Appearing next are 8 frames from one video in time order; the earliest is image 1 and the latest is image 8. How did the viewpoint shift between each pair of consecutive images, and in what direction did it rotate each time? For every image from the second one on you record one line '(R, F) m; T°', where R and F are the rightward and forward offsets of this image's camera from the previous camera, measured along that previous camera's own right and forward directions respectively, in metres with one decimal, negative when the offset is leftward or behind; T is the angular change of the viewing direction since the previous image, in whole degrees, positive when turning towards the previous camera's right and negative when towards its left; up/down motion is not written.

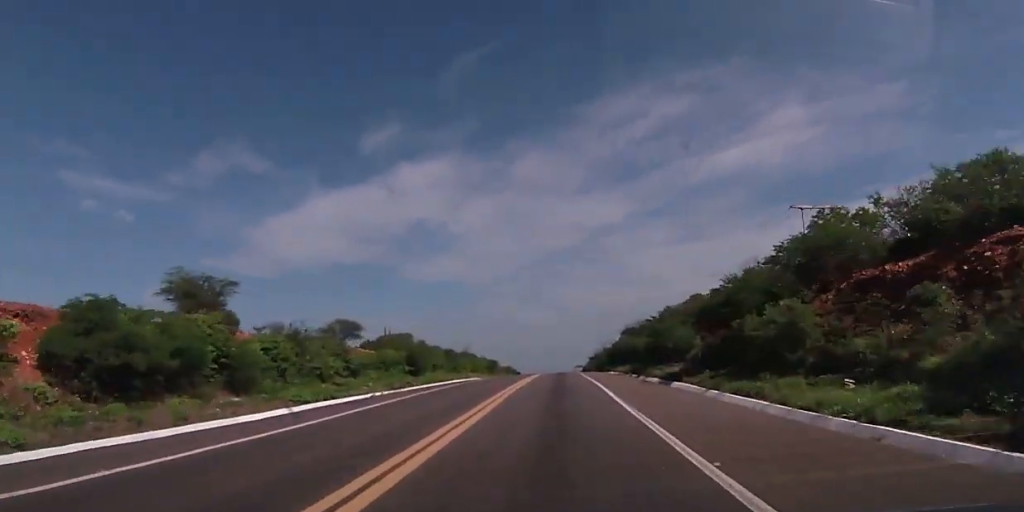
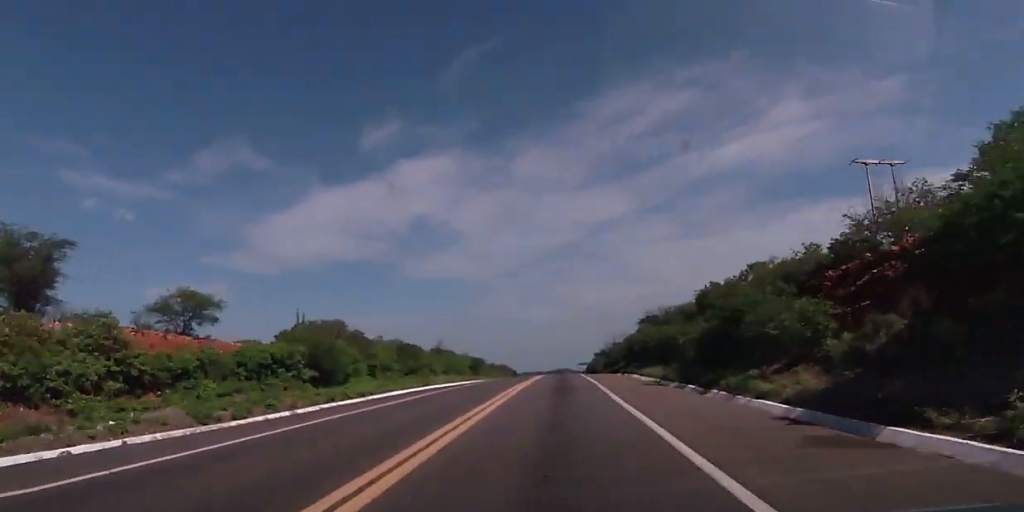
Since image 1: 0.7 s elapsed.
(+0.1, +21.0) m; 0°
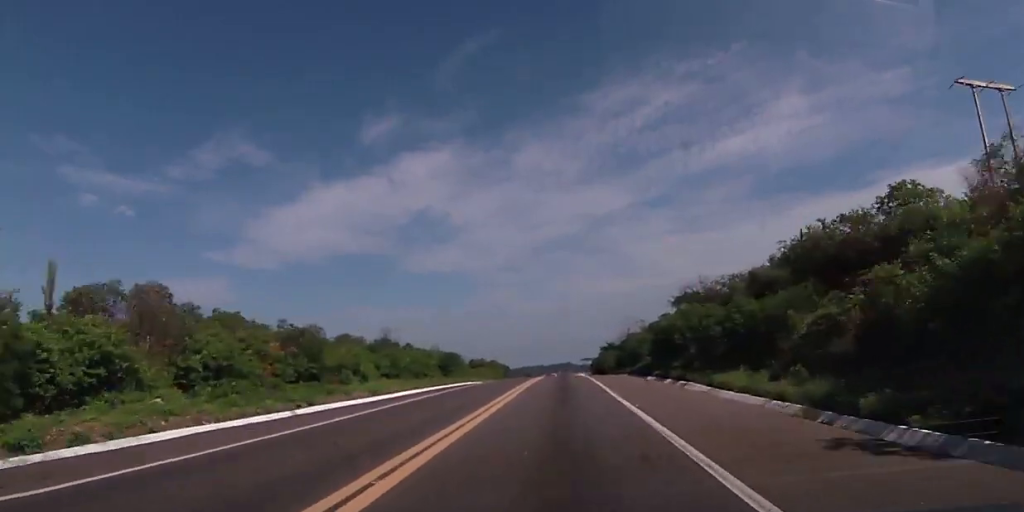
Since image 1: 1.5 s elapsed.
(+0.2, +21.8) m; +1°
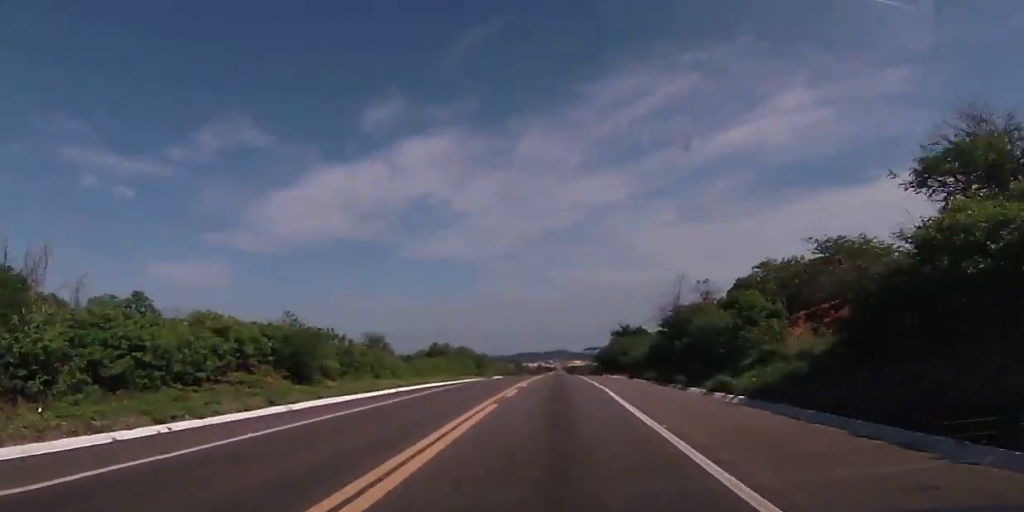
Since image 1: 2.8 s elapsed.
(+0.1, +36.0) m; 0°
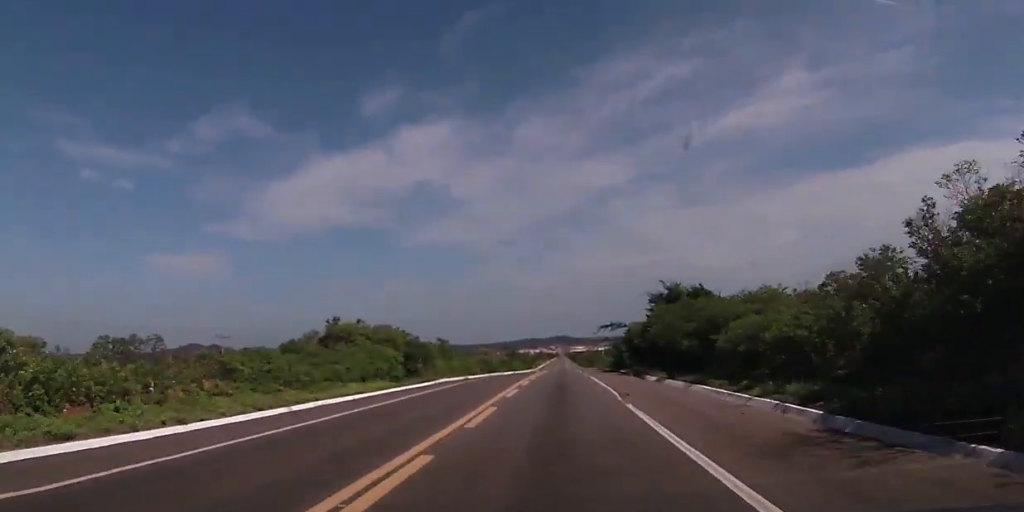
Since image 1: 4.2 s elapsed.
(-0.5, +40.6) m; 0°
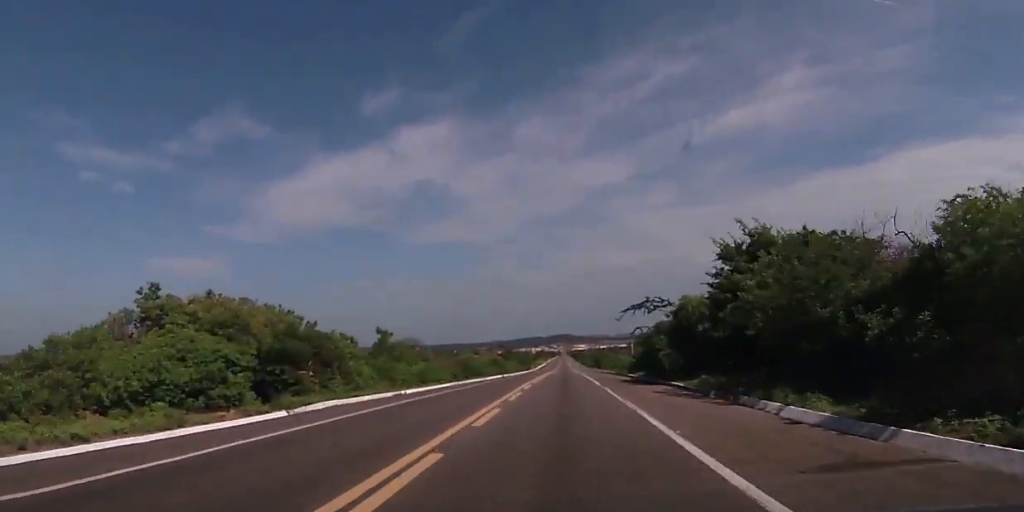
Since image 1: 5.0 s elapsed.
(+0.4, +23.5) m; 0°
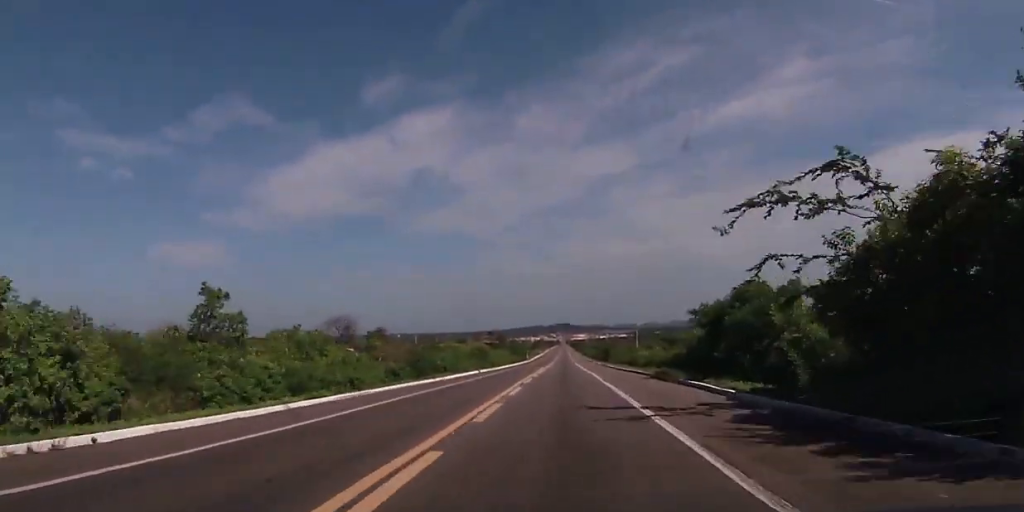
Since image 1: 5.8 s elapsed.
(-0.1, +23.8) m; 0°
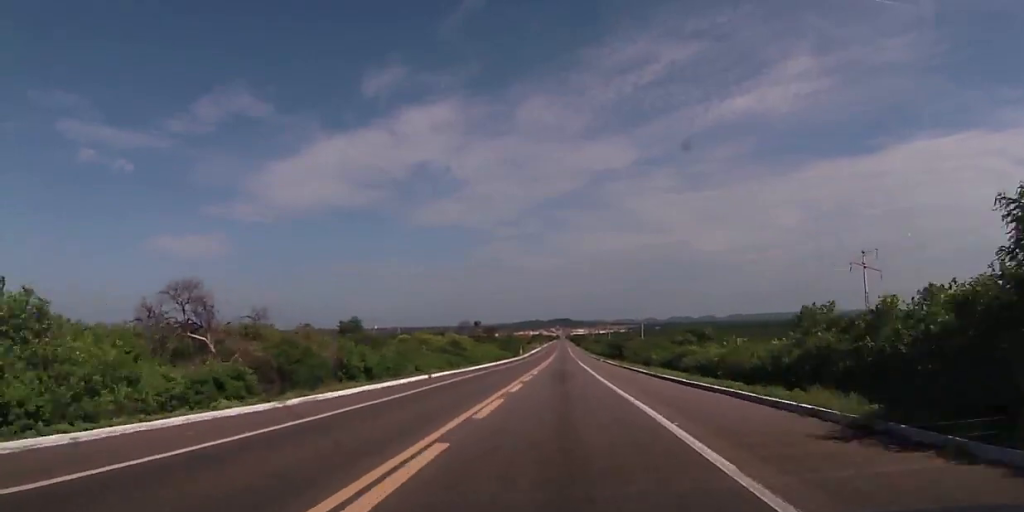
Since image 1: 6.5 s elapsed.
(-0.1, +23.3) m; 0°
